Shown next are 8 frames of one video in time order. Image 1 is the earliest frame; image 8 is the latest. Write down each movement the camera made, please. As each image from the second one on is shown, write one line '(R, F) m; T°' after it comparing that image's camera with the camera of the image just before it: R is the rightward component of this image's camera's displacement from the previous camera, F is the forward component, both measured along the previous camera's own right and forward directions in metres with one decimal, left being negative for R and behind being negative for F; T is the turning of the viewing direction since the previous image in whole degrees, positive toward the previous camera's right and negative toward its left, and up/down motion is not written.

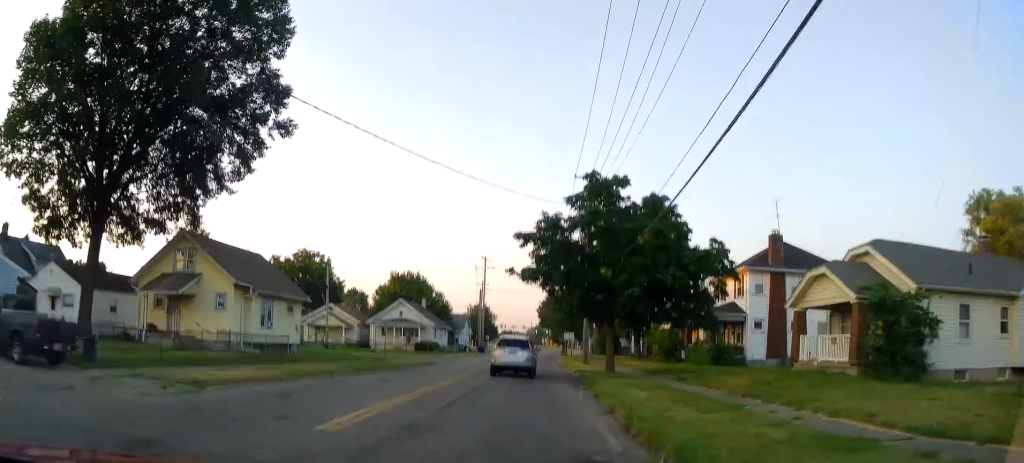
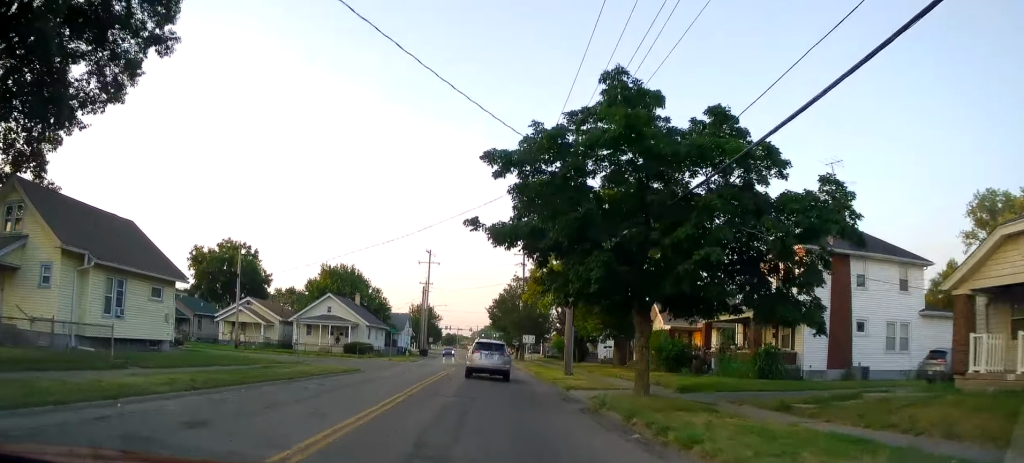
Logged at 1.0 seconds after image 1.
(+0.5, +12.5) m; +2°
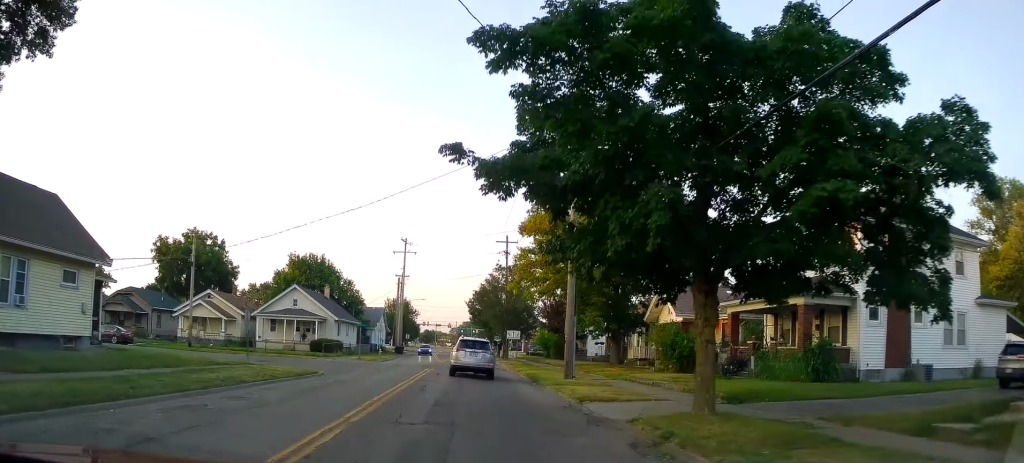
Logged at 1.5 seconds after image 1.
(-0.2, +5.9) m; +1°
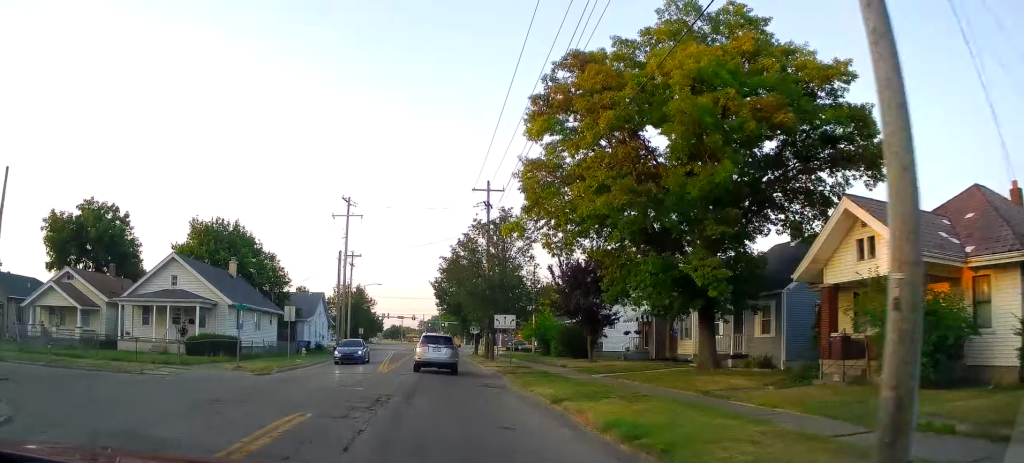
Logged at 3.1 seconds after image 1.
(+1.0, +21.4) m; +4°
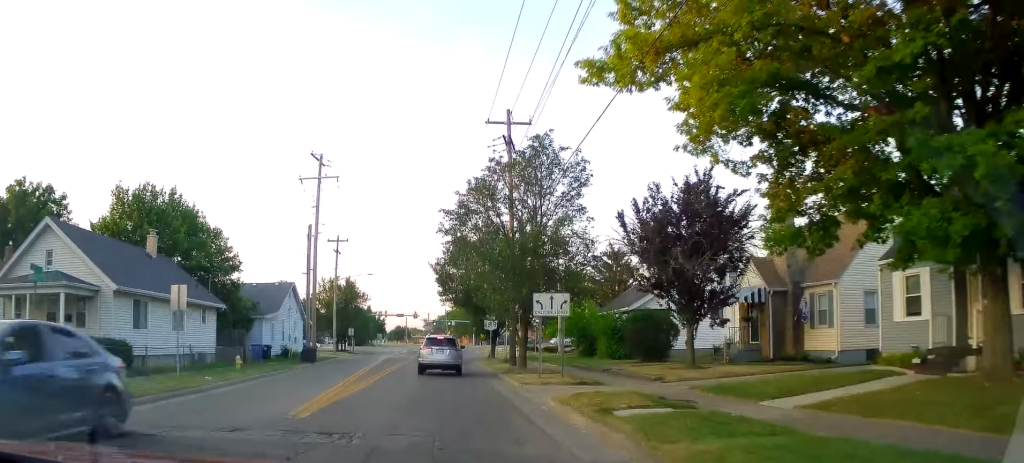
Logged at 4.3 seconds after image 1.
(+0.2, +14.8) m; +1°
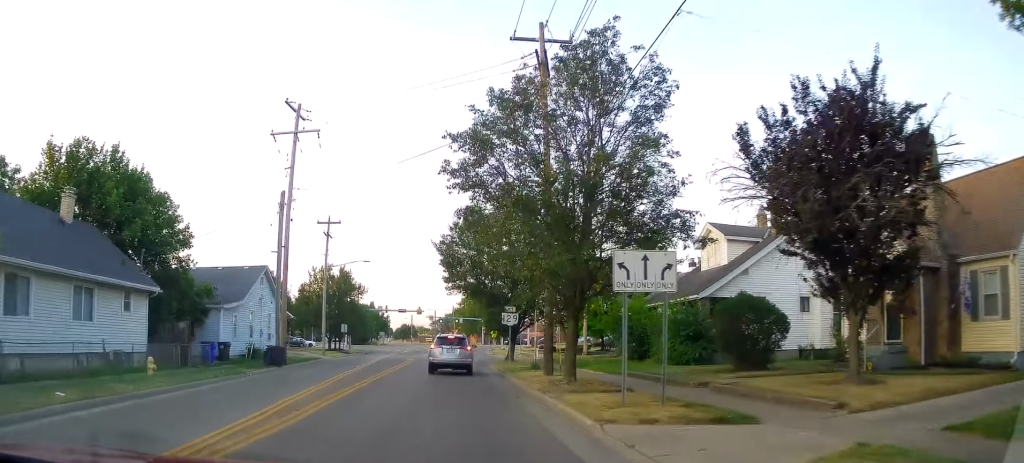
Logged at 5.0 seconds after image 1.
(+0.1, +9.6) m; -1°
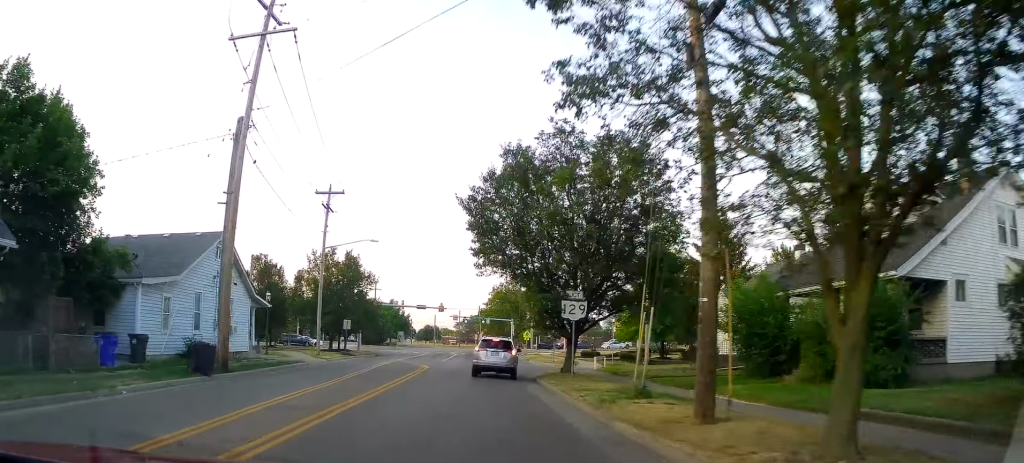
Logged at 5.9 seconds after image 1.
(-0.3, +12.1) m; -4°
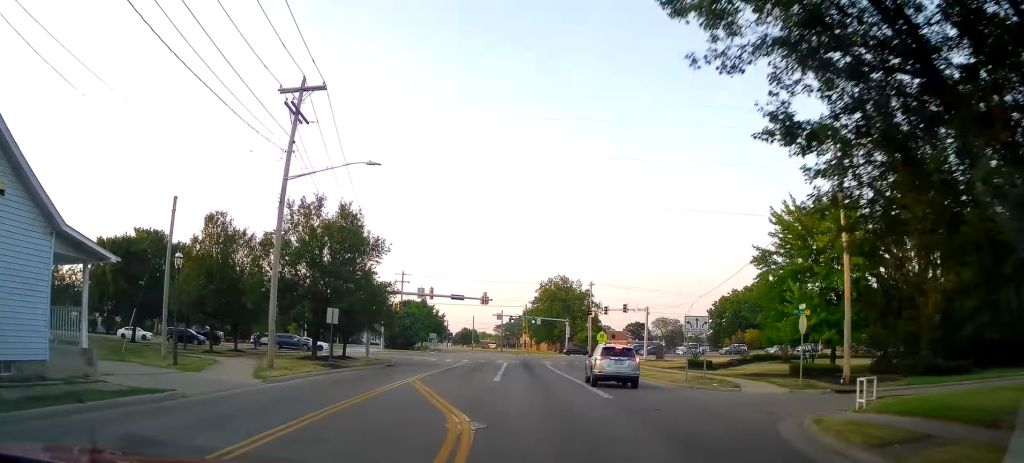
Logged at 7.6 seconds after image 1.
(-0.5, +20.9) m; +1°
